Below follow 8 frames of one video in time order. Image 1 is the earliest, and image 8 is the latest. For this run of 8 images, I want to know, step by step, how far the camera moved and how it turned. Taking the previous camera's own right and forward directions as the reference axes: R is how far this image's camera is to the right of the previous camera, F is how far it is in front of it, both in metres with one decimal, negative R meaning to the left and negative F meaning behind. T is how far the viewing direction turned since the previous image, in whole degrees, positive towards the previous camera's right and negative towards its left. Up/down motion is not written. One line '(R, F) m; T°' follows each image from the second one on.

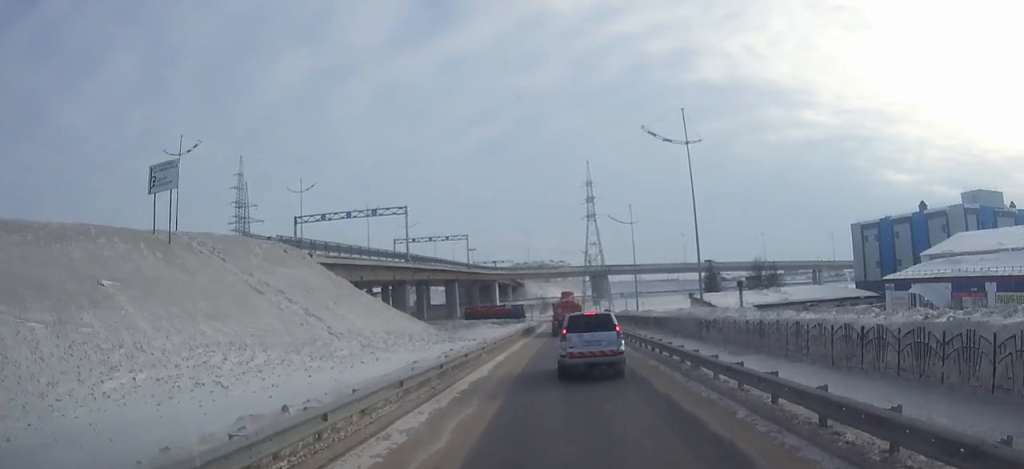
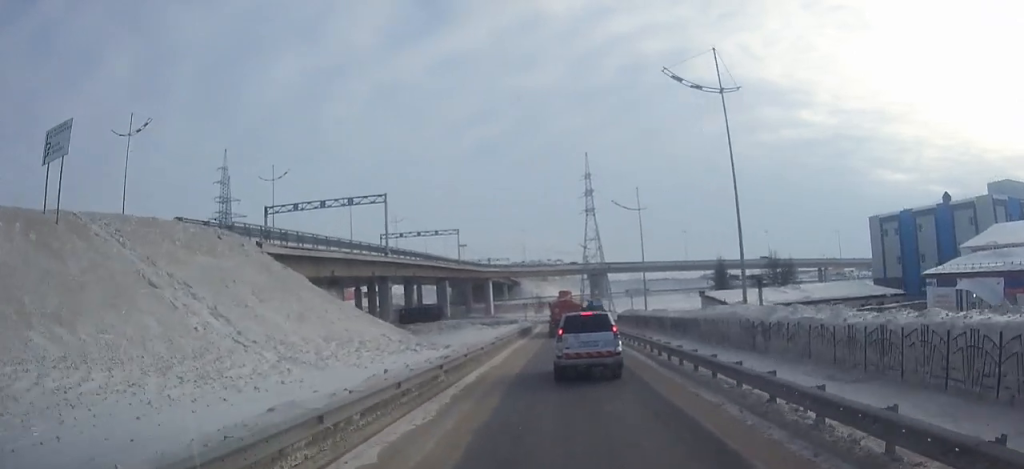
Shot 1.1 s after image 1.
(0.0, +8.0) m; 0°
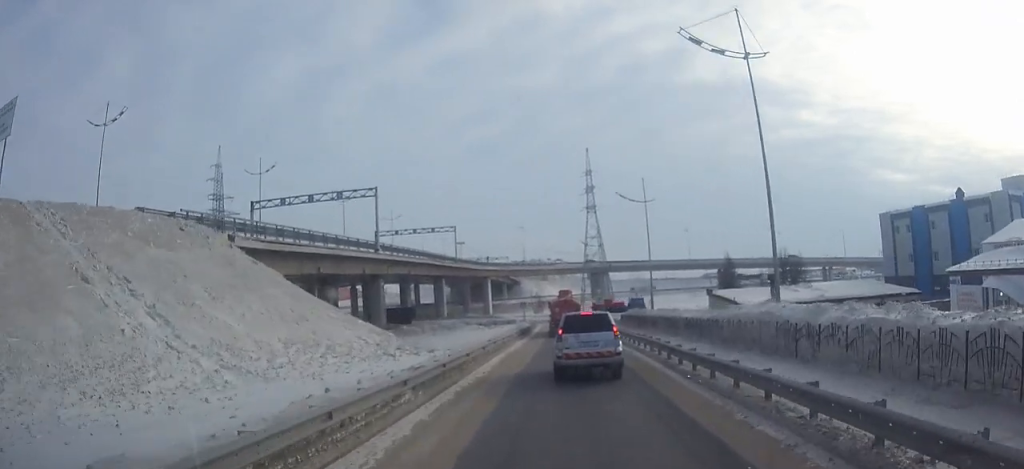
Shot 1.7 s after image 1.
(0.0, +3.7) m; 0°
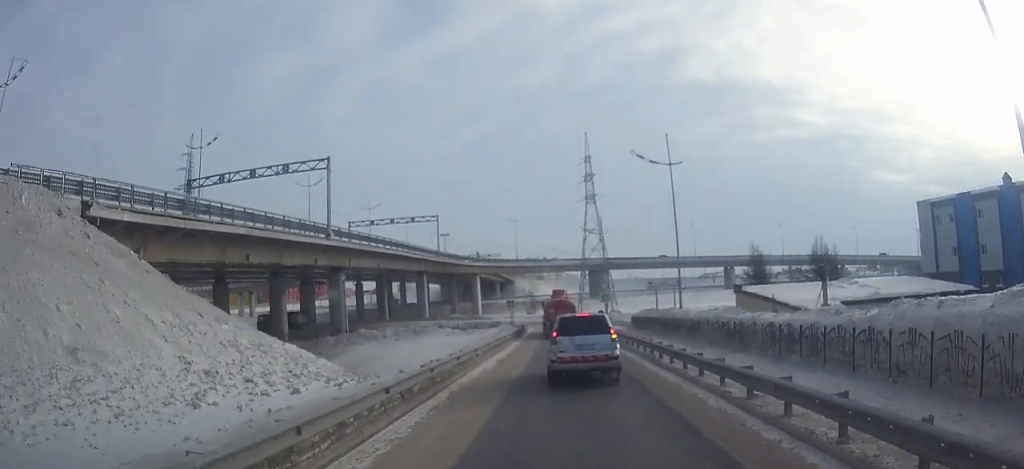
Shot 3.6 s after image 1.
(0.0, +13.2) m; 0°
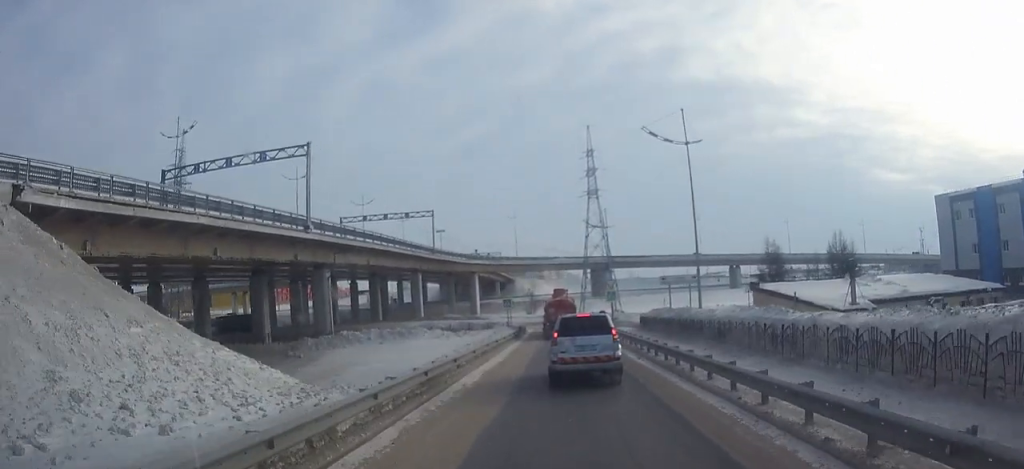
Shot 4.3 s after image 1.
(0.0, +4.8) m; 0°
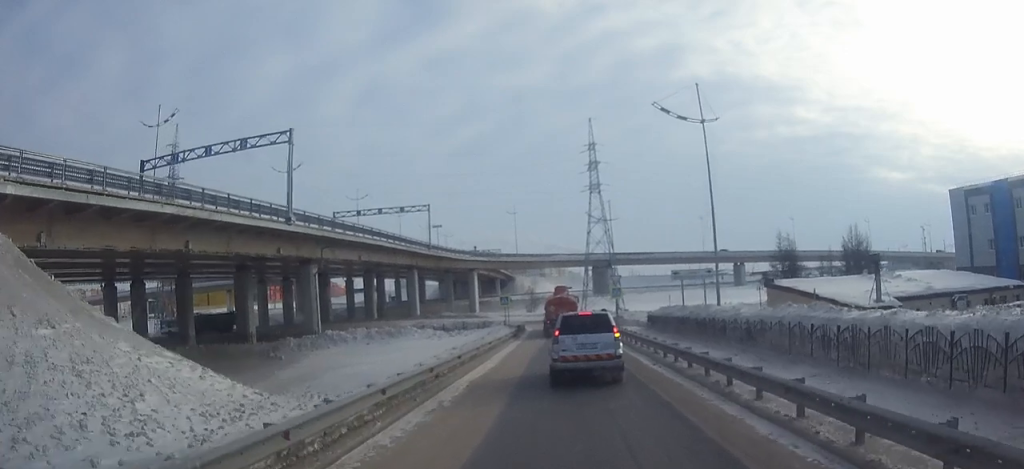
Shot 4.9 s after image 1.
(0.0, +3.6) m; 0°
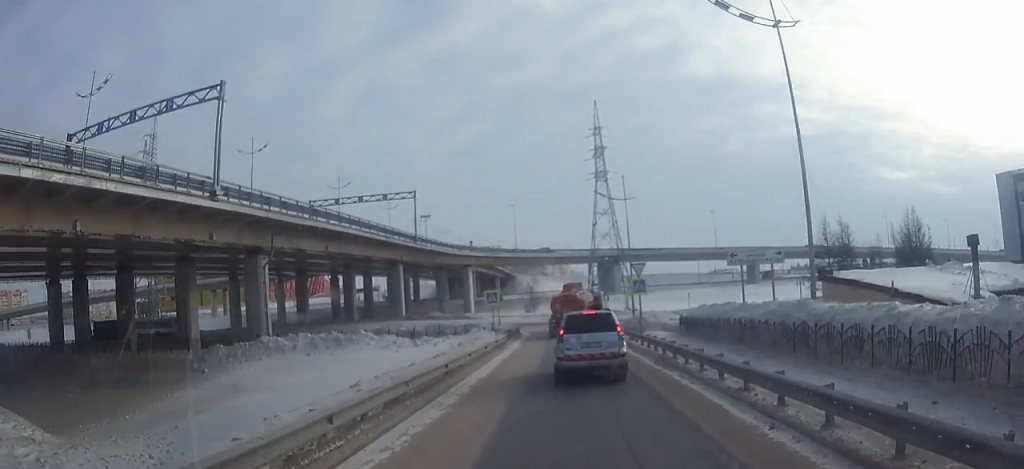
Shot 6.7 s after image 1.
(0.0, +10.9) m; 0°
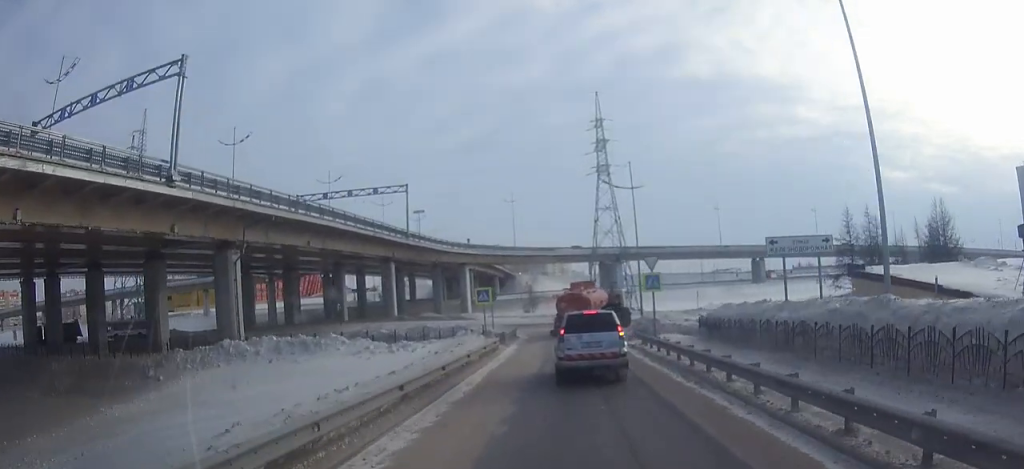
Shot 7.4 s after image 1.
(0.0, +4.6) m; 0°
